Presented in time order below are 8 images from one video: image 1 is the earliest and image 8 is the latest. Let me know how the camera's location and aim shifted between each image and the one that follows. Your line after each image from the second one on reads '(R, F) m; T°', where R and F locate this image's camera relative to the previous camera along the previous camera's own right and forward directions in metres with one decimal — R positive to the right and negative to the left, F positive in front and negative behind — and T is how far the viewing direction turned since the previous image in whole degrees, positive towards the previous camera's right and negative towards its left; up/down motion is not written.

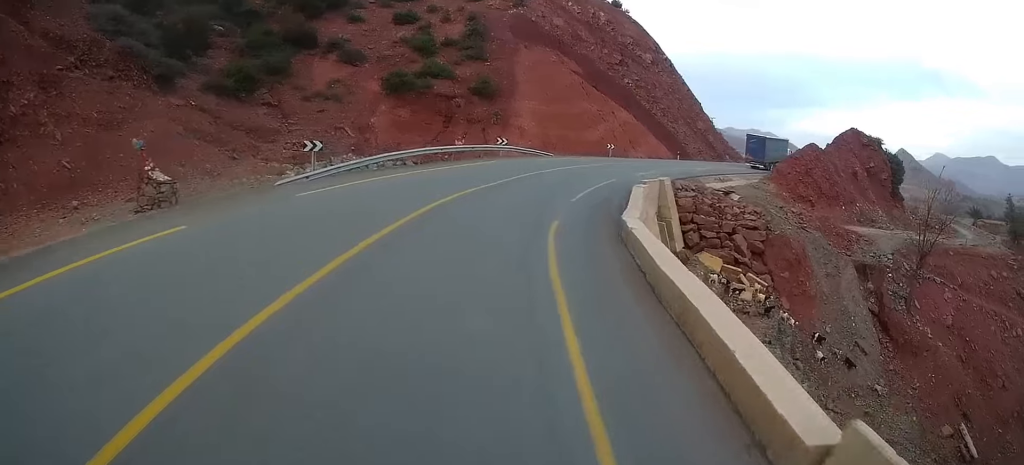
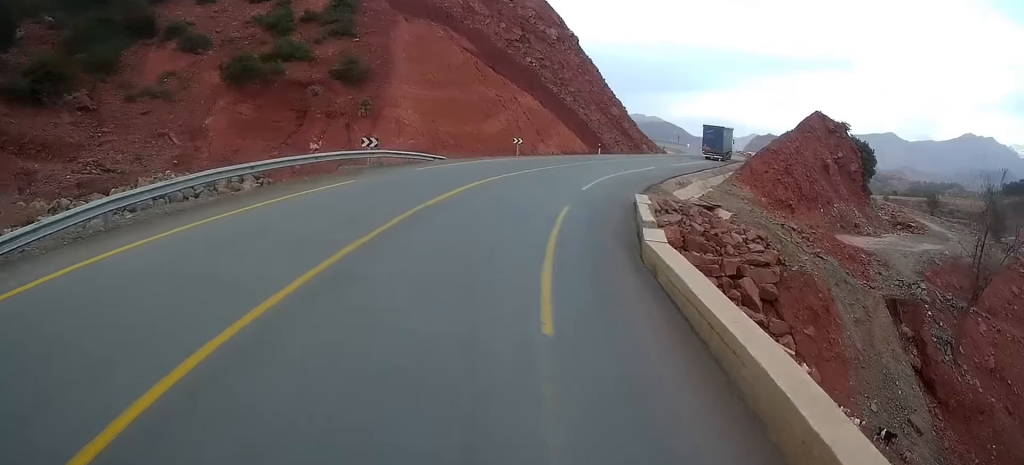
(+1.7, +16.6) m; +18°
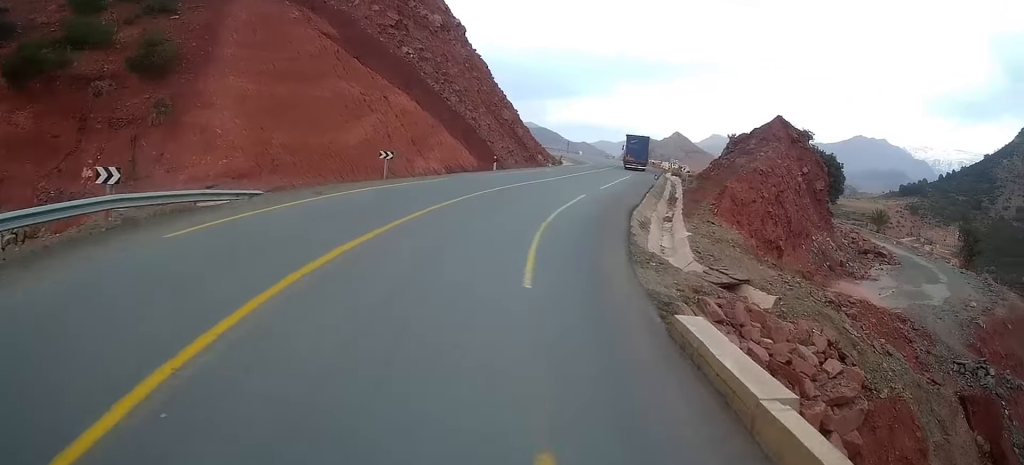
(+3.1, +14.6) m; +13°
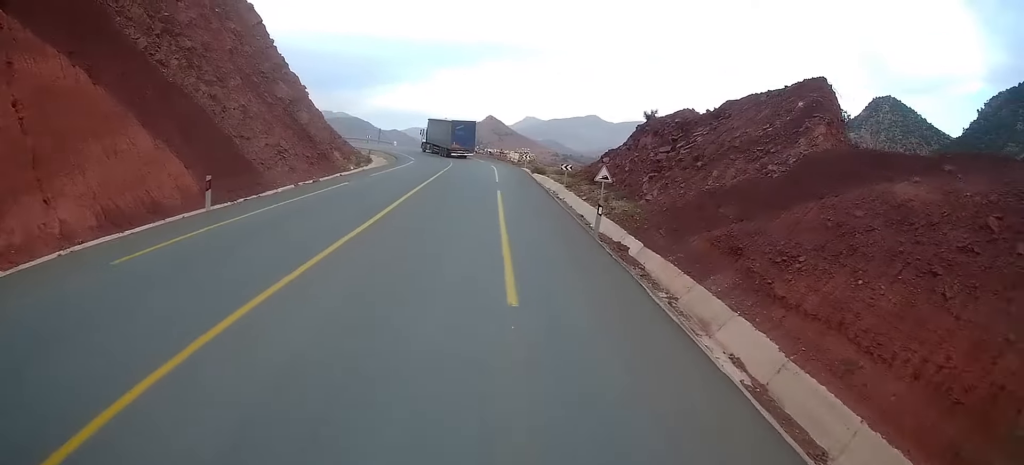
(+1.2, +27.0) m; +11°
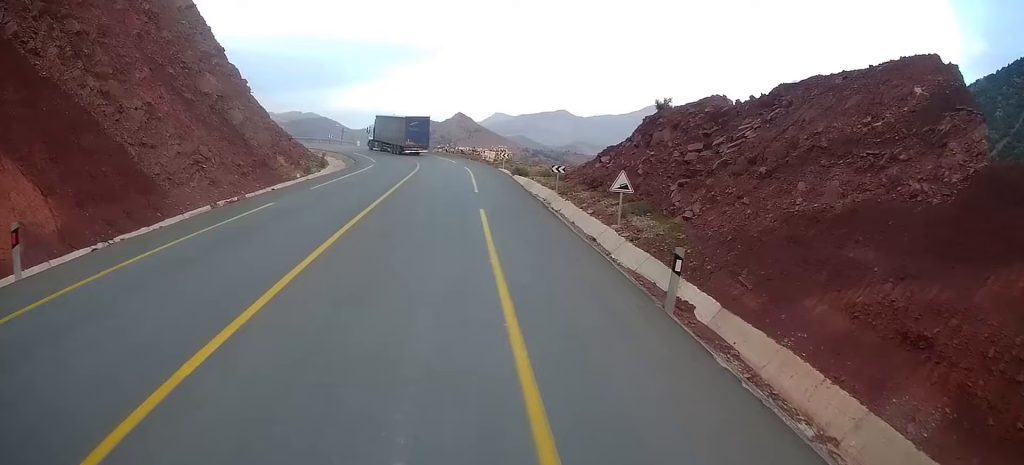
(+0.7, +8.4) m; +7°
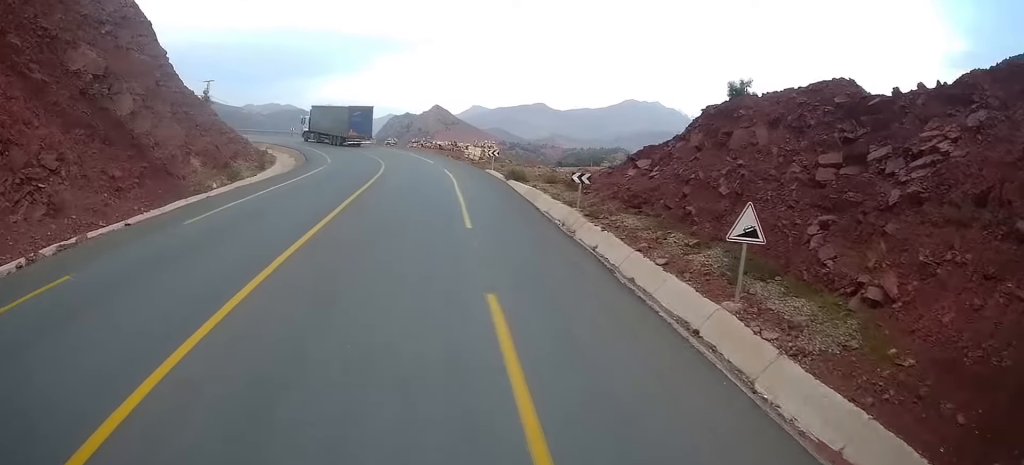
(+0.7, +11.5) m; +5°
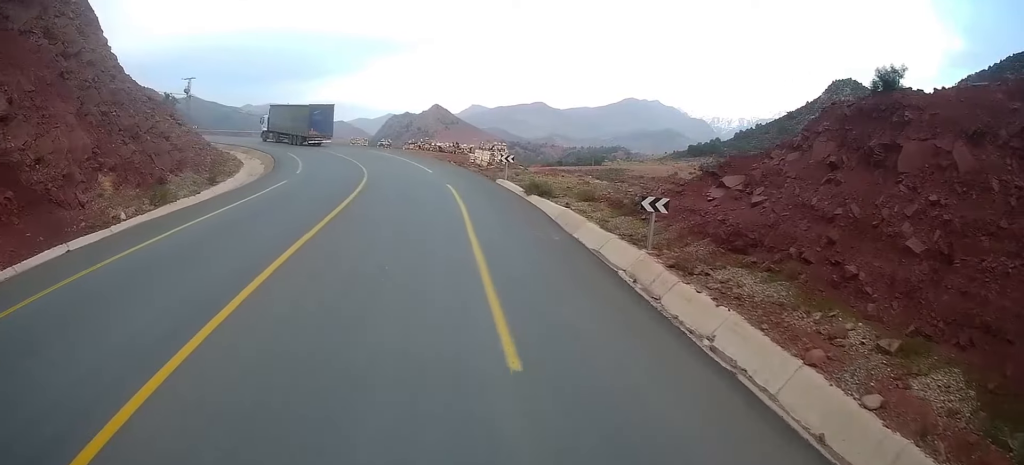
(+0.3, +9.2) m; +2°
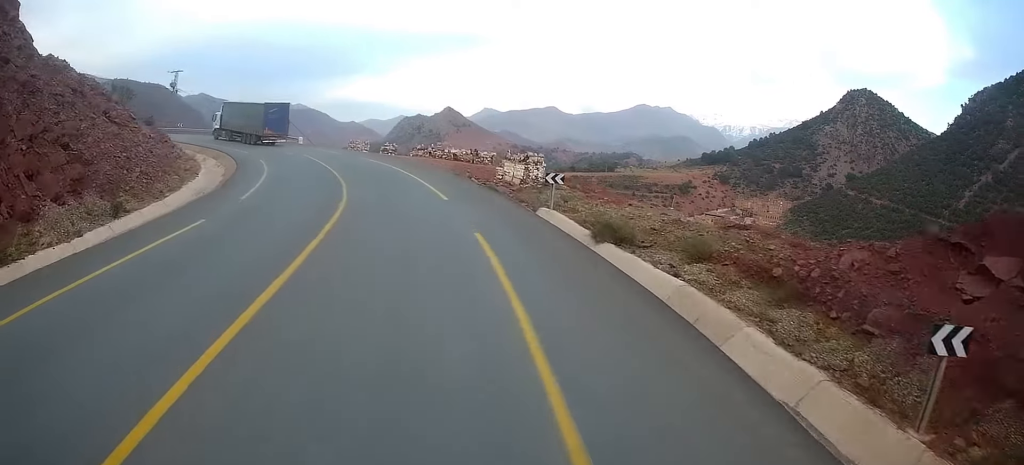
(+0.2, +11.4) m; -1°
